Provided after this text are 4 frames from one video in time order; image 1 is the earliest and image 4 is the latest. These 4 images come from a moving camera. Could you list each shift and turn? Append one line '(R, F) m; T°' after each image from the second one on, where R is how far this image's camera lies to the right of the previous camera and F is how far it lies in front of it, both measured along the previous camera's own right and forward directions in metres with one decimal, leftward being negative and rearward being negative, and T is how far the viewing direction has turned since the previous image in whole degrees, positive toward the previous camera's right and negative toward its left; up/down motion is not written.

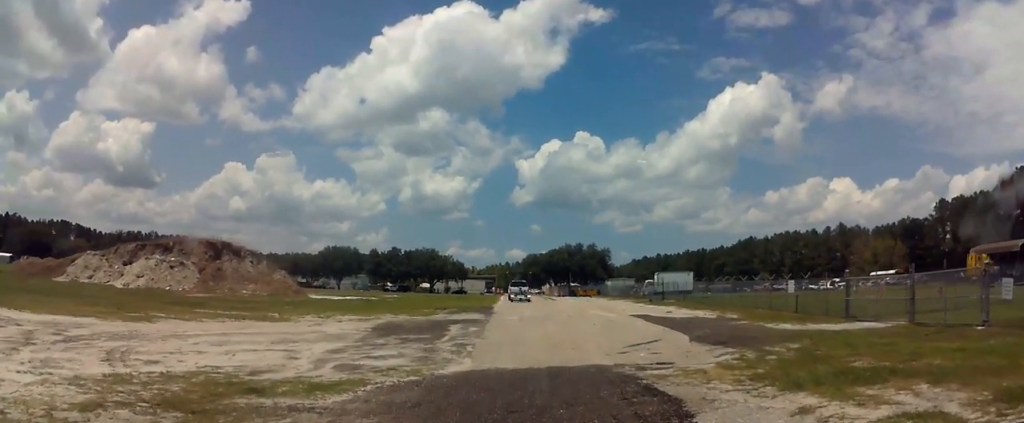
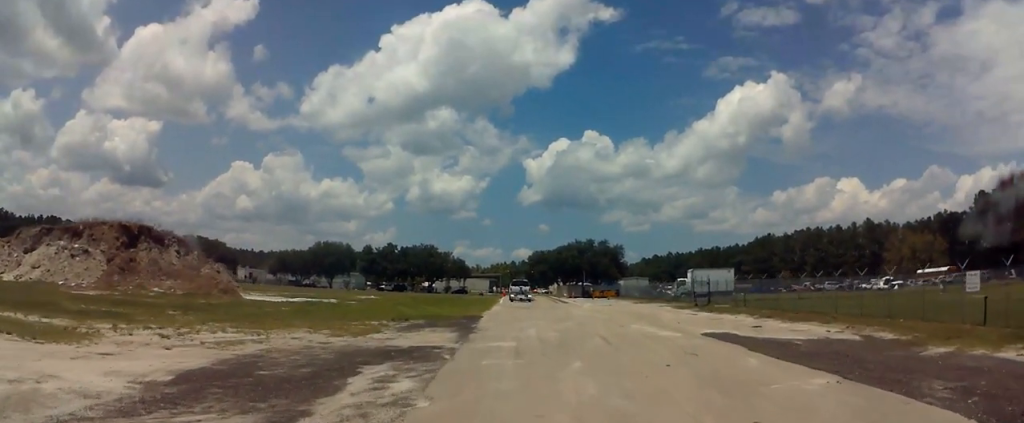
(0.0, +15.2) m; +1°
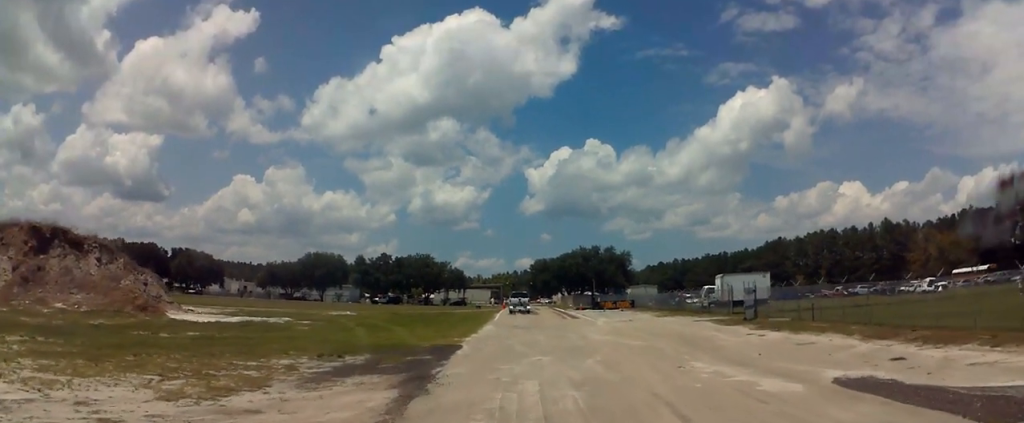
(+0.2, +11.3) m; -1°
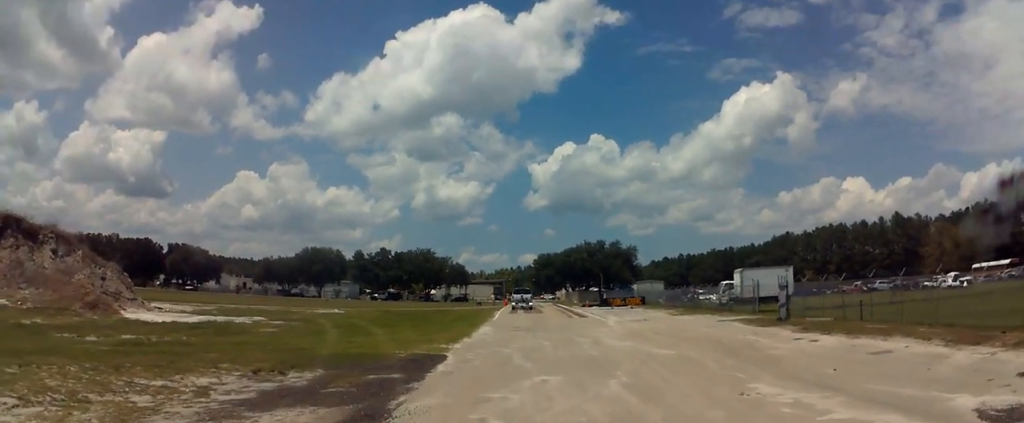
(-0.2, +4.9) m; -2°
